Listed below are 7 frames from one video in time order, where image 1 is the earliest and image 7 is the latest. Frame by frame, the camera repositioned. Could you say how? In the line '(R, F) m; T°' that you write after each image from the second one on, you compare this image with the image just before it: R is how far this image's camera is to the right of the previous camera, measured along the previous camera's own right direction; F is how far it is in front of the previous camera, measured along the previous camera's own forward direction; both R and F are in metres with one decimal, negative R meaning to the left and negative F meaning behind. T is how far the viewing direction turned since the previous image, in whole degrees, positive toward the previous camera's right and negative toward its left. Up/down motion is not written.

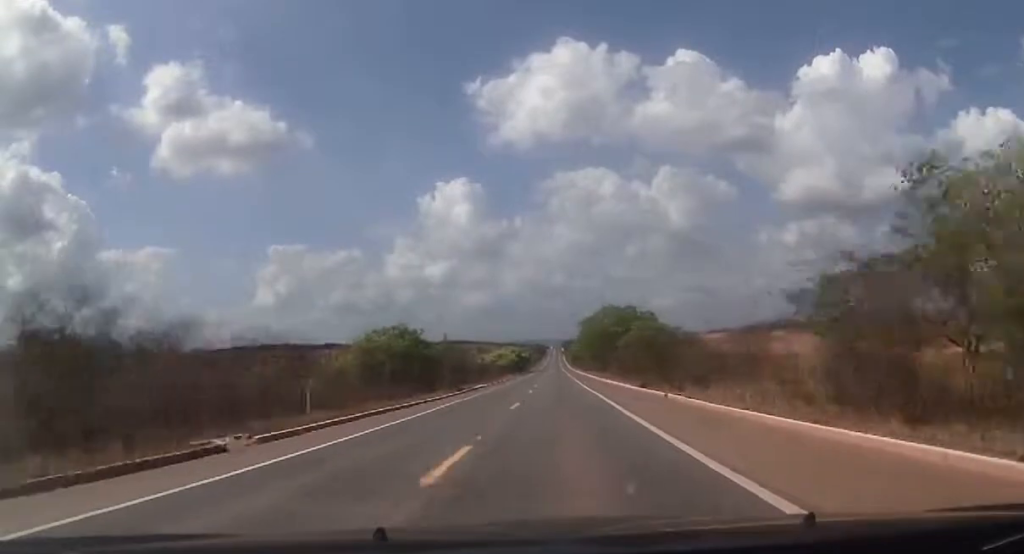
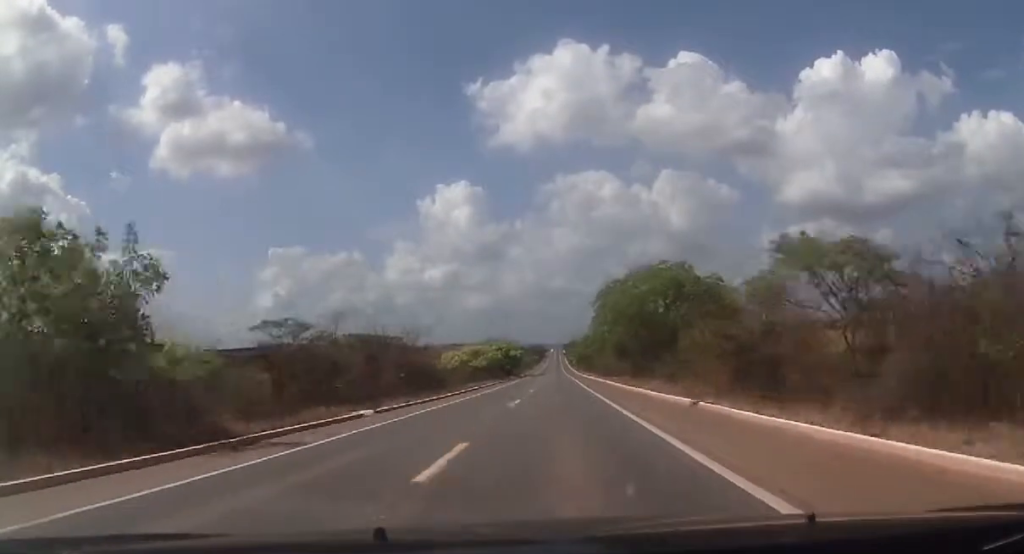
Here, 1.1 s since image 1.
(0.0, +47.8) m; 0°
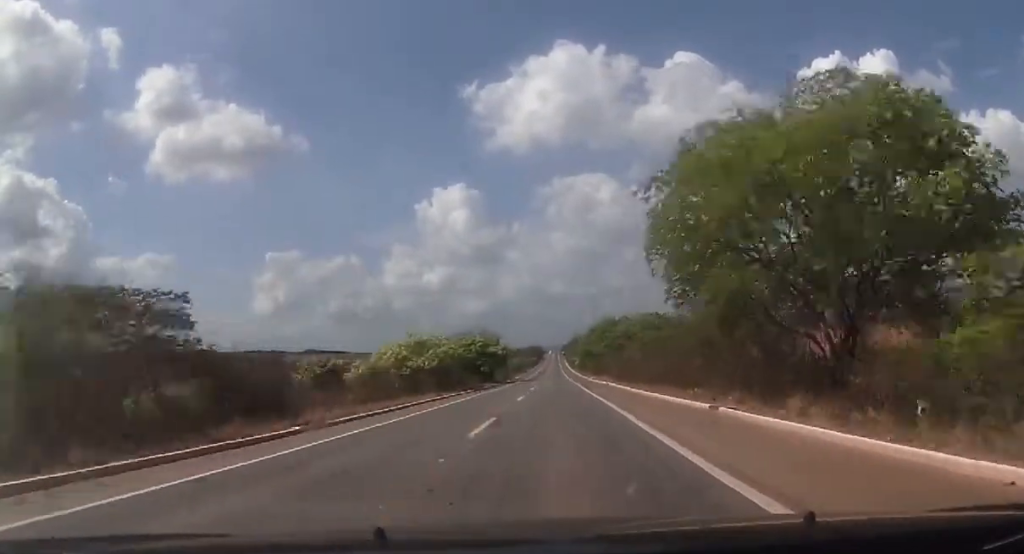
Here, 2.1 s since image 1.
(+0.1, +42.3) m; 0°
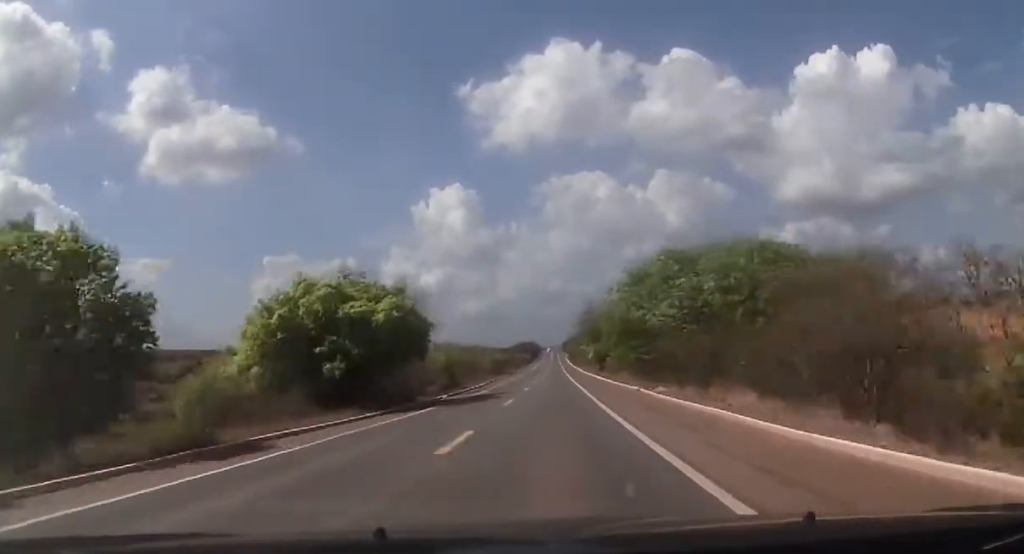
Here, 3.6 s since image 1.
(-0.1, +65.8) m; 0°
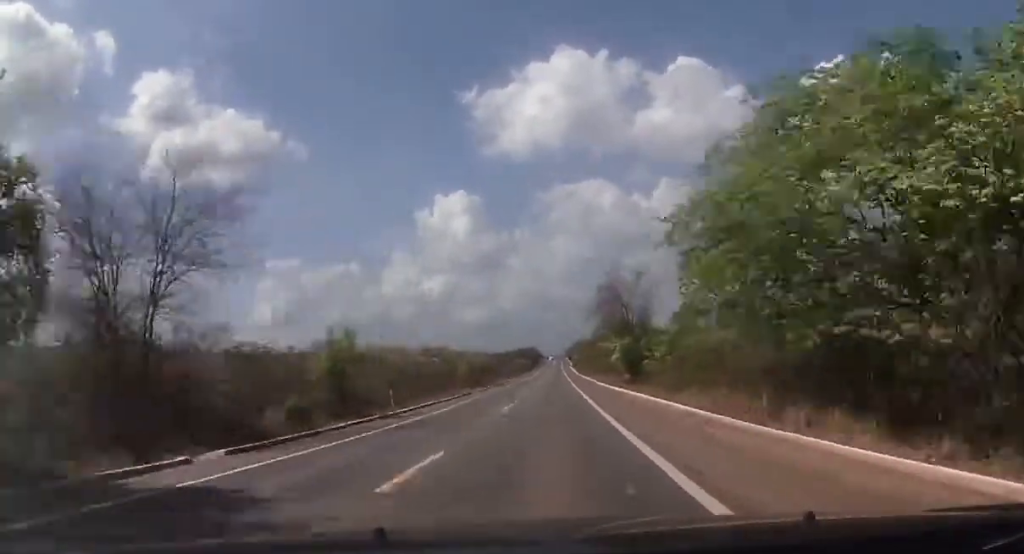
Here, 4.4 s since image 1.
(+0.2, +35.2) m; 0°
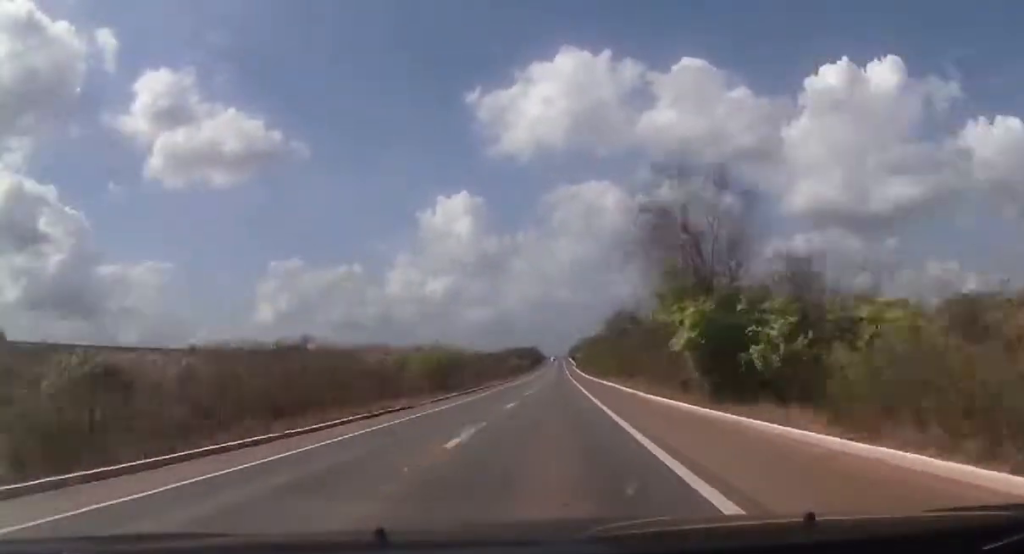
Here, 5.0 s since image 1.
(0.0, +27.9) m; 0°
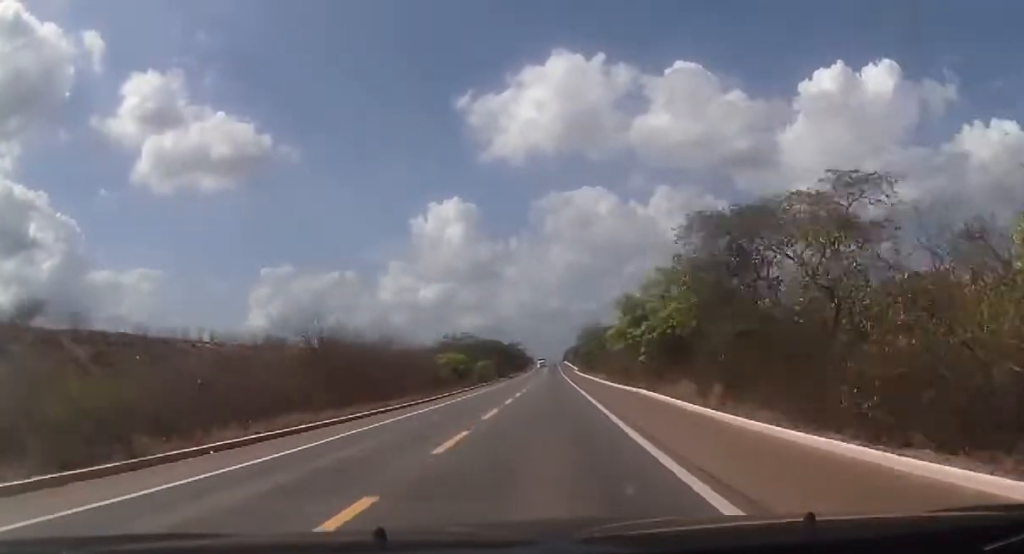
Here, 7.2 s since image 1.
(-0.6, +97.0) m; 0°
